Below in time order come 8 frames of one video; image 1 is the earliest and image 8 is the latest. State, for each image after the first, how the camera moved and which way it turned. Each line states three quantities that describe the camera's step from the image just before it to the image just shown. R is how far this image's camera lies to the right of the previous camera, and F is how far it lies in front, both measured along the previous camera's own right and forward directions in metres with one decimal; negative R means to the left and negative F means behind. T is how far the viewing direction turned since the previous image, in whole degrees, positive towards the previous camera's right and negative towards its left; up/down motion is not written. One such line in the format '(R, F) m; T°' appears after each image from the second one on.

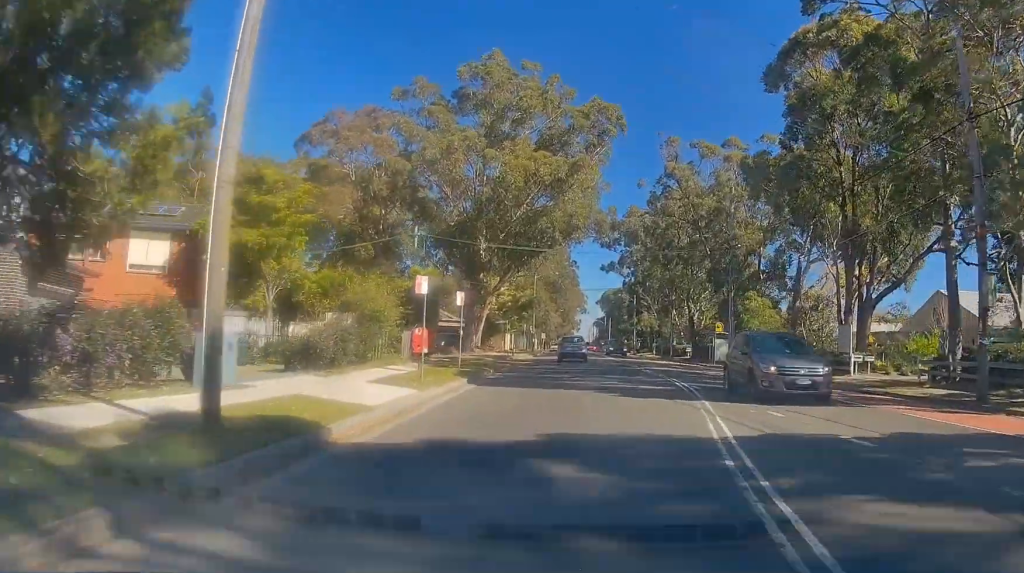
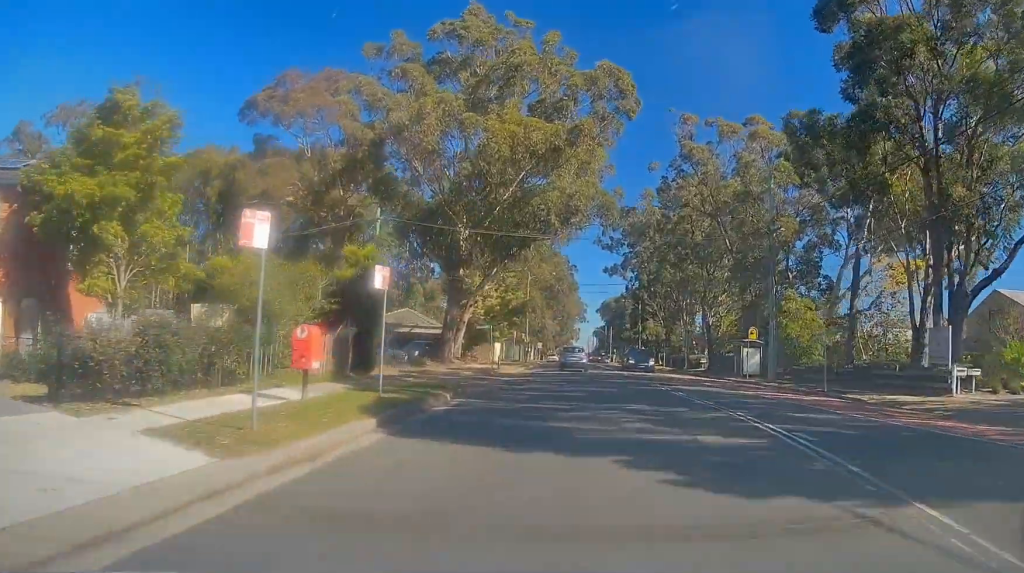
(+0.1, +10.2) m; +1°
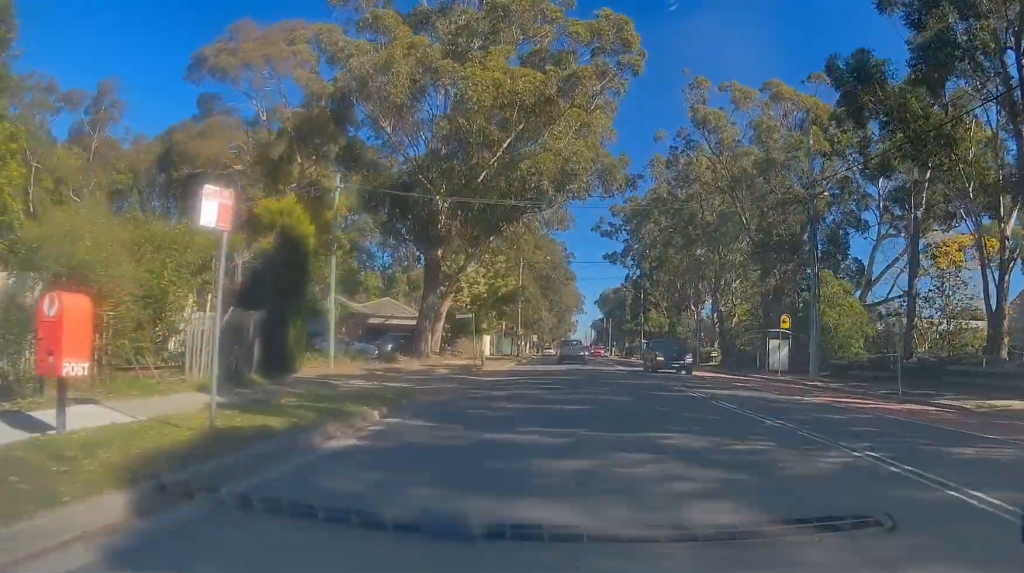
(0.0, +7.2) m; 0°
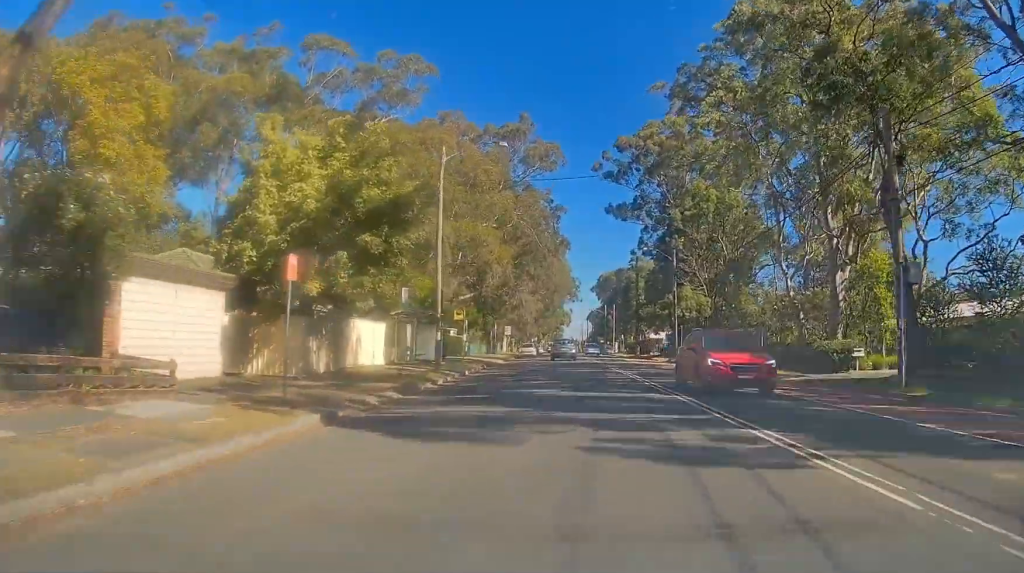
(0.0, +36.4) m; +1°
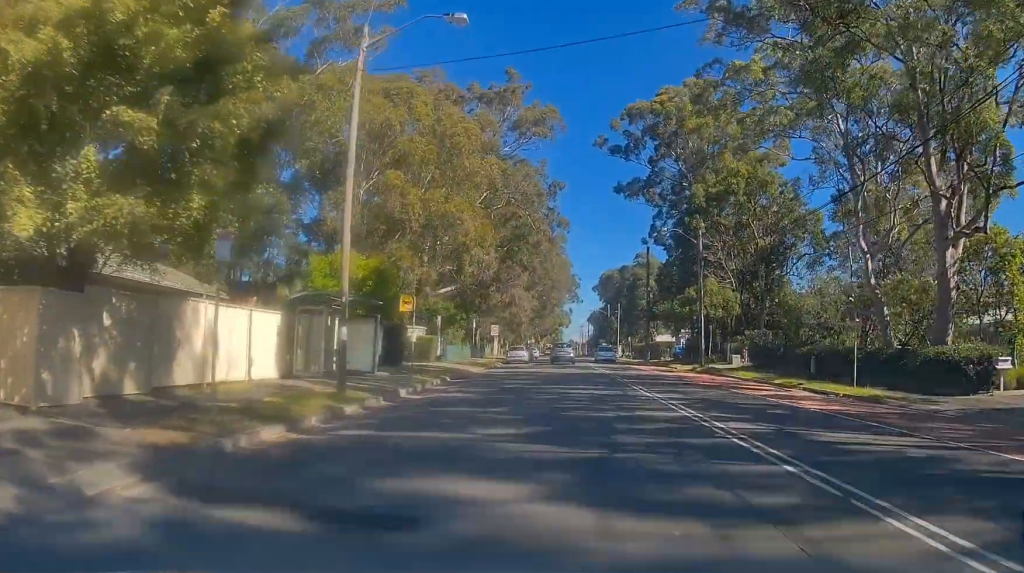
(0.0, +11.7) m; 0°
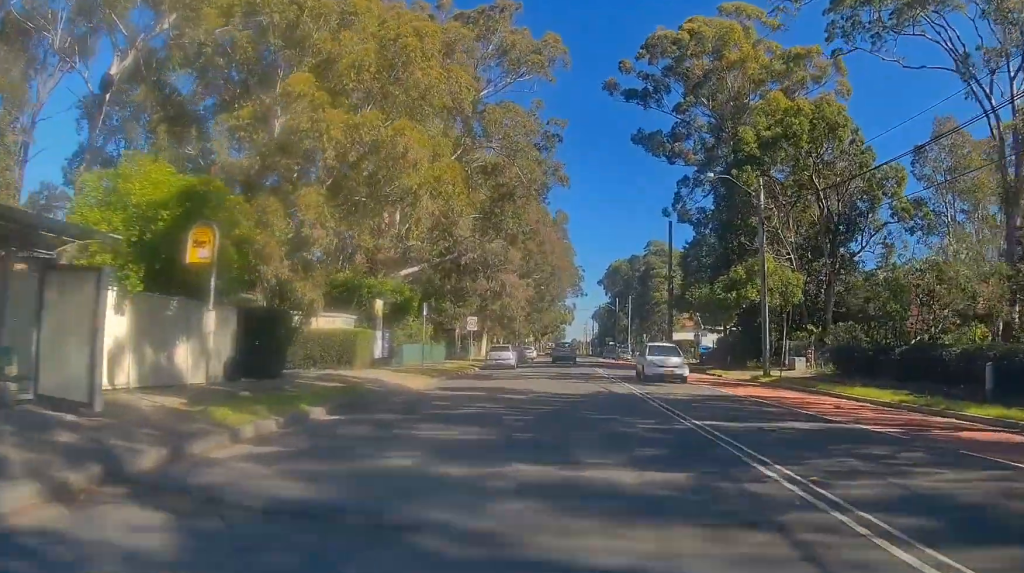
(-0.1, +15.0) m; -1°
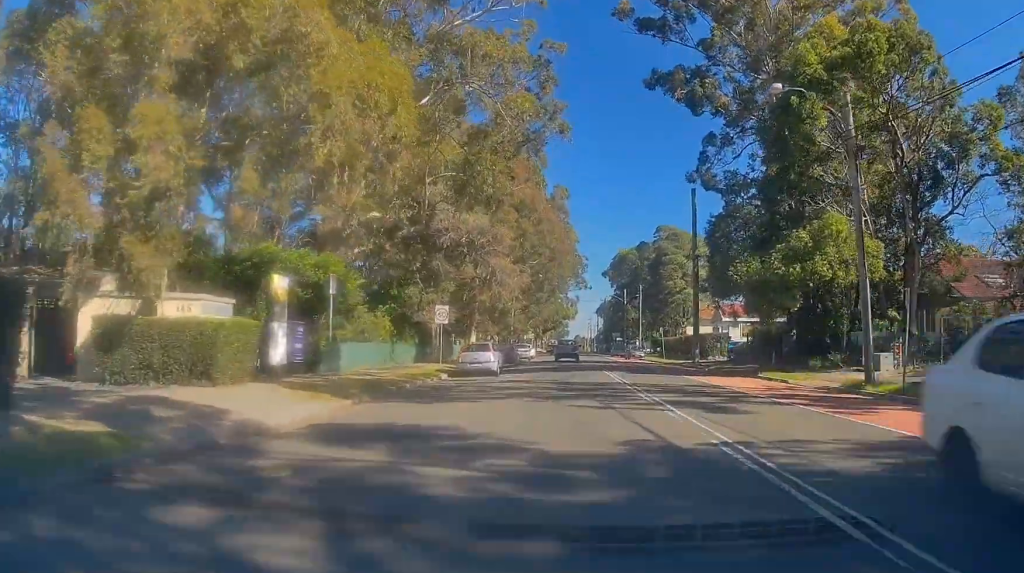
(0.0, +11.1) m; 0°
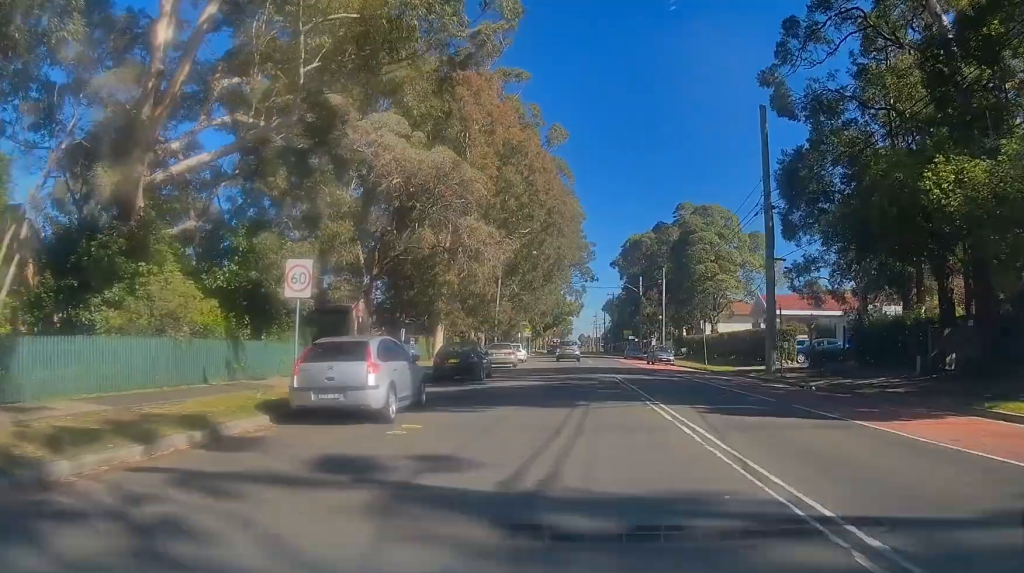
(0.0, +17.8) m; -1°
